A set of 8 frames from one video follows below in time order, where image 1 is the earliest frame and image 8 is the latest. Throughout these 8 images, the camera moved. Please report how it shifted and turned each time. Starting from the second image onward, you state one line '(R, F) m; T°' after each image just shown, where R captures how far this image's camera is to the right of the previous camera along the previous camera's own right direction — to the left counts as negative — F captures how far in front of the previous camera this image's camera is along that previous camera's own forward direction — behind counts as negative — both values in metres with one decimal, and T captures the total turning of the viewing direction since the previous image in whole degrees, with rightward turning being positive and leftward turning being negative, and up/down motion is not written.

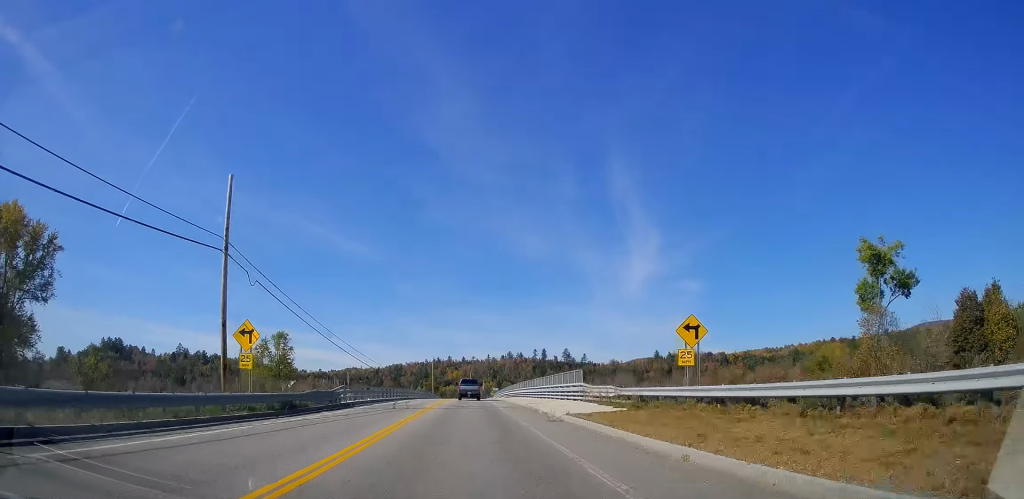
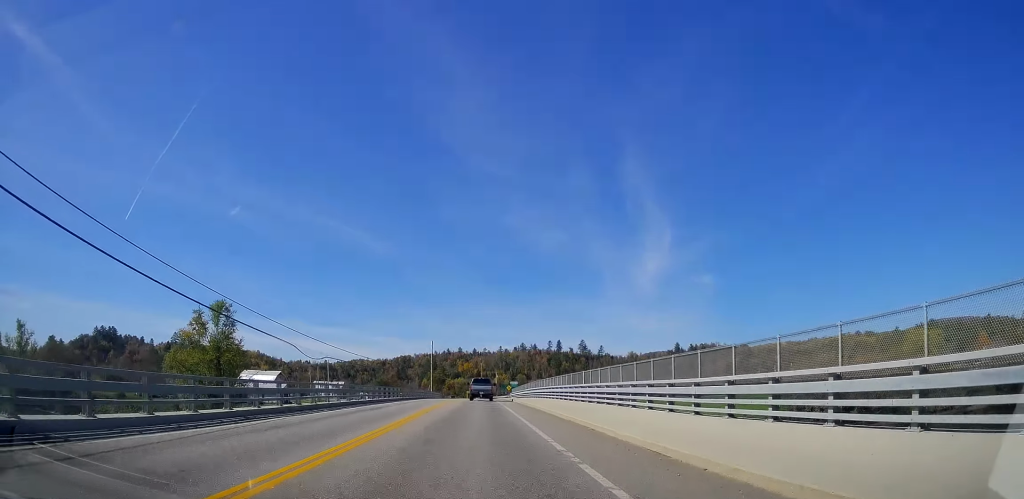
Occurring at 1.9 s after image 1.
(-0.6, +39.2) m; -2°
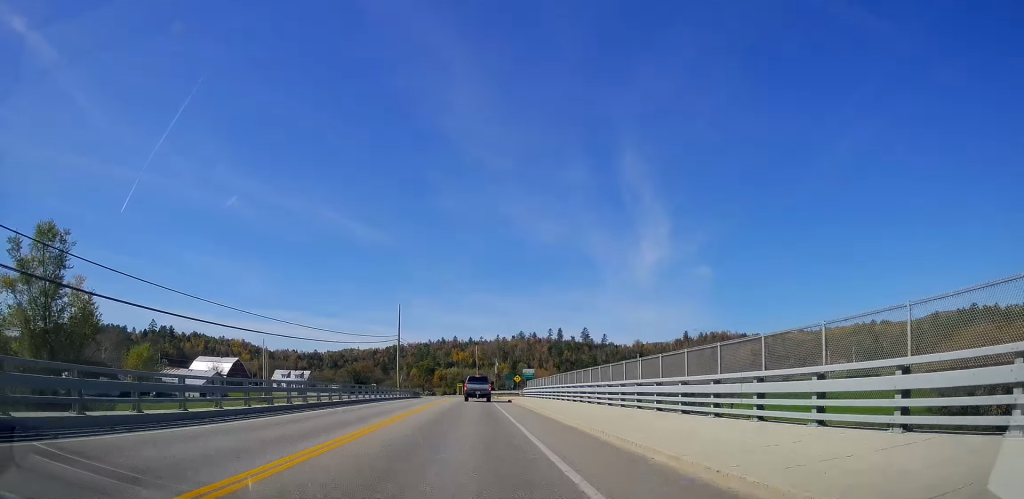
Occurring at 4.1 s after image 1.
(-0.5, +45.7) m; 0°
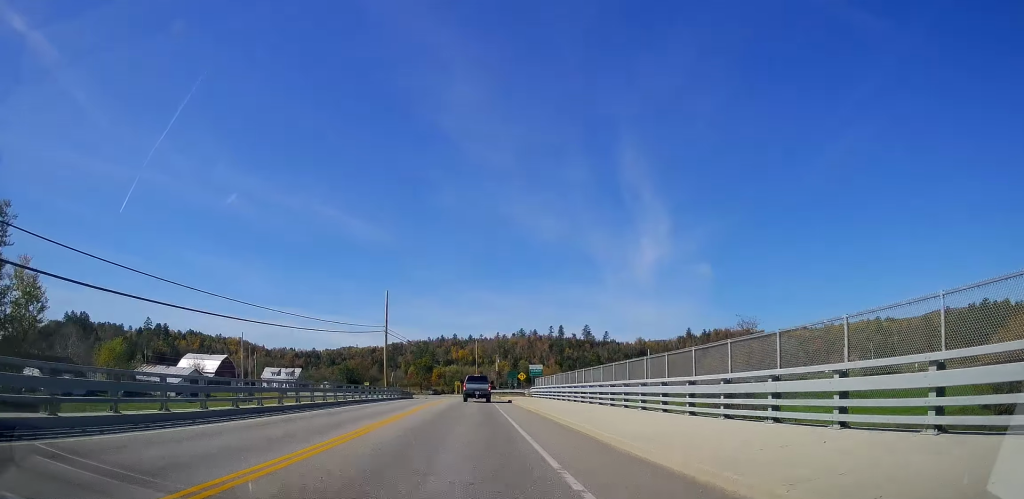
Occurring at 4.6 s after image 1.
(+0.1, +10.8) m; 0°
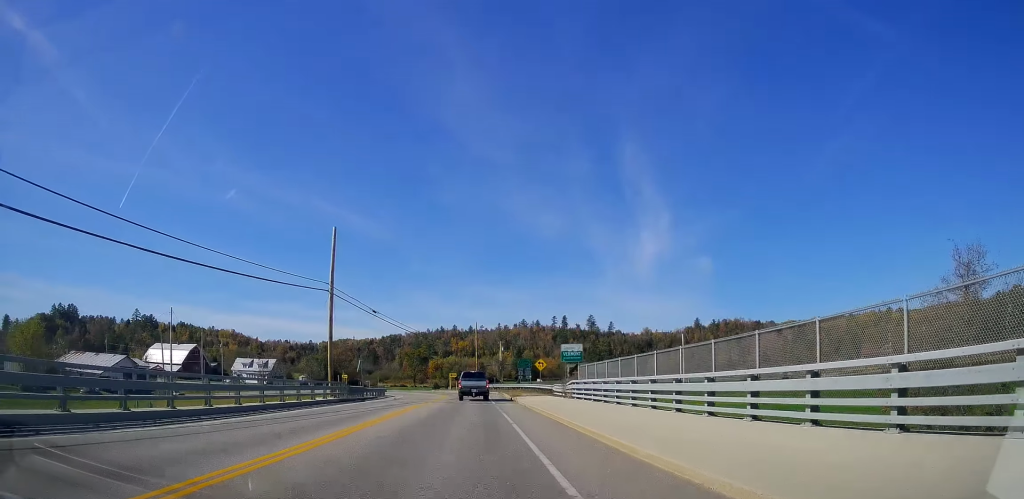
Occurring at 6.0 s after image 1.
(0.0, +27.1) m; -1°
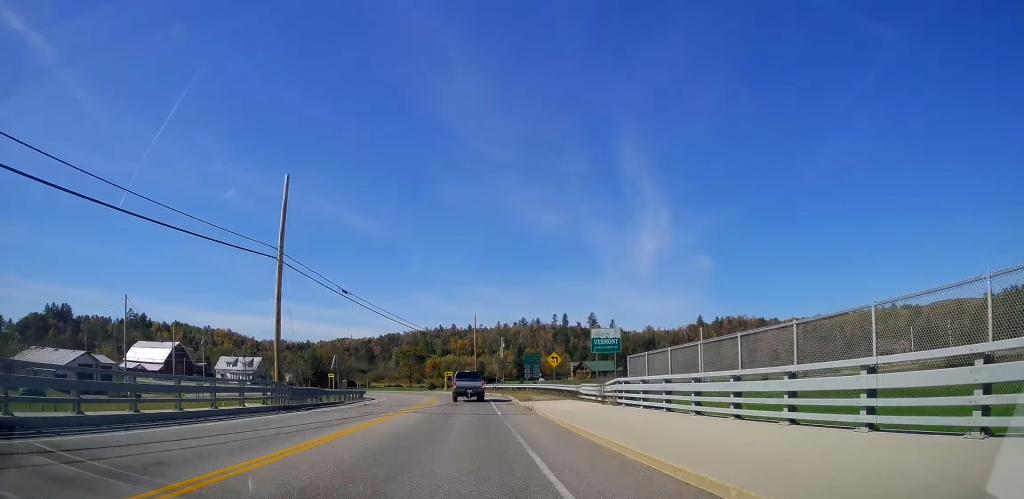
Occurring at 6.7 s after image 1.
(-0.1, +11.9) m; 0°
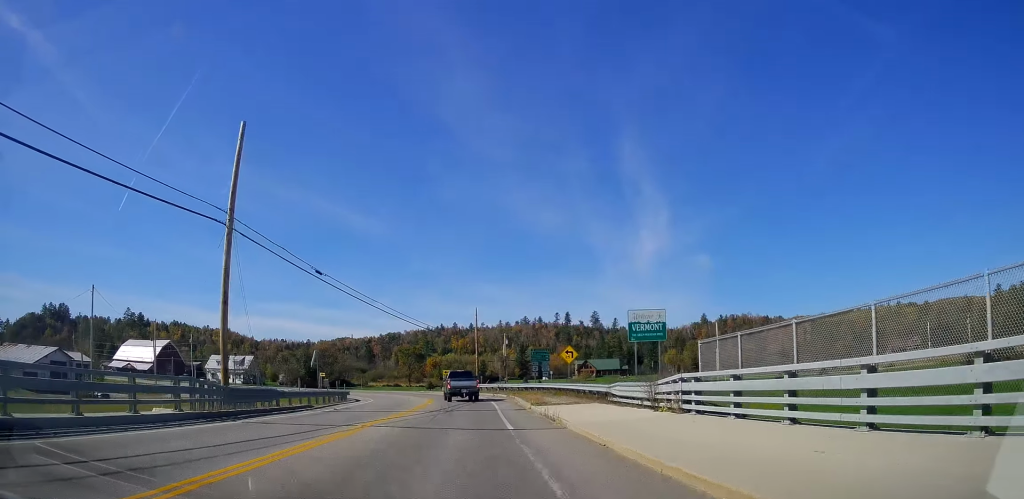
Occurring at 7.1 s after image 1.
(0.0, +7.5) m; 0°
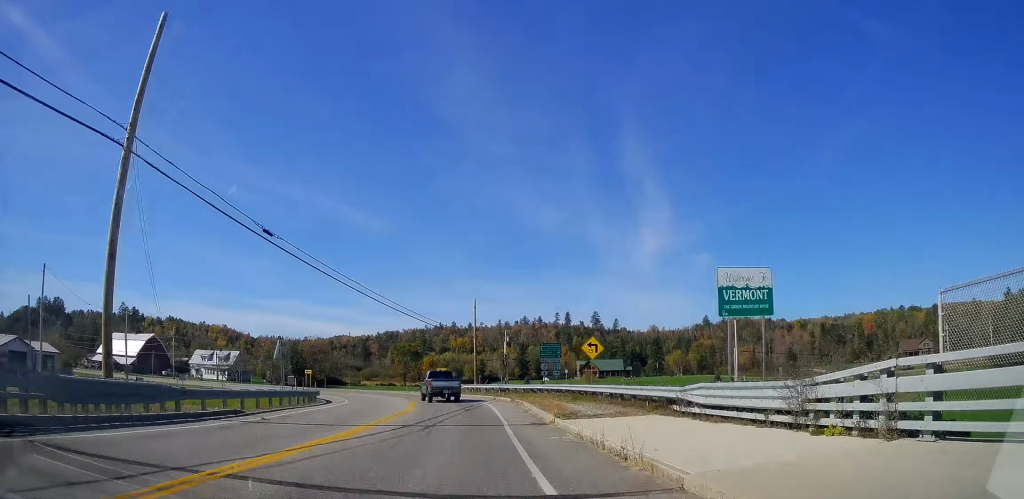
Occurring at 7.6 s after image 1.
(0.0, +8.8) m; 0°
